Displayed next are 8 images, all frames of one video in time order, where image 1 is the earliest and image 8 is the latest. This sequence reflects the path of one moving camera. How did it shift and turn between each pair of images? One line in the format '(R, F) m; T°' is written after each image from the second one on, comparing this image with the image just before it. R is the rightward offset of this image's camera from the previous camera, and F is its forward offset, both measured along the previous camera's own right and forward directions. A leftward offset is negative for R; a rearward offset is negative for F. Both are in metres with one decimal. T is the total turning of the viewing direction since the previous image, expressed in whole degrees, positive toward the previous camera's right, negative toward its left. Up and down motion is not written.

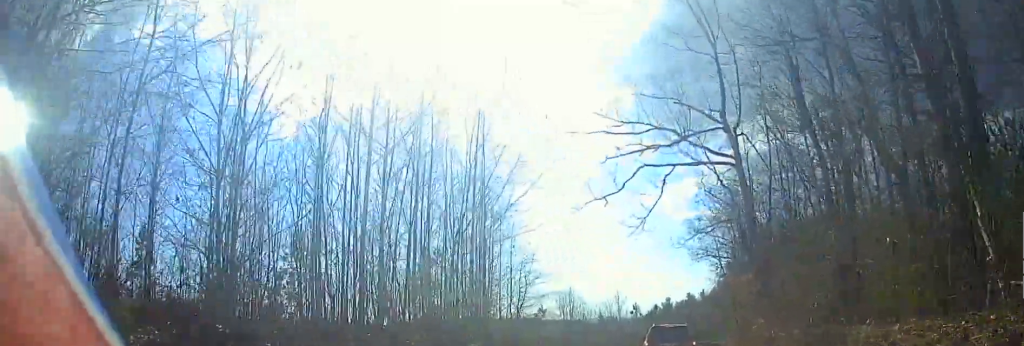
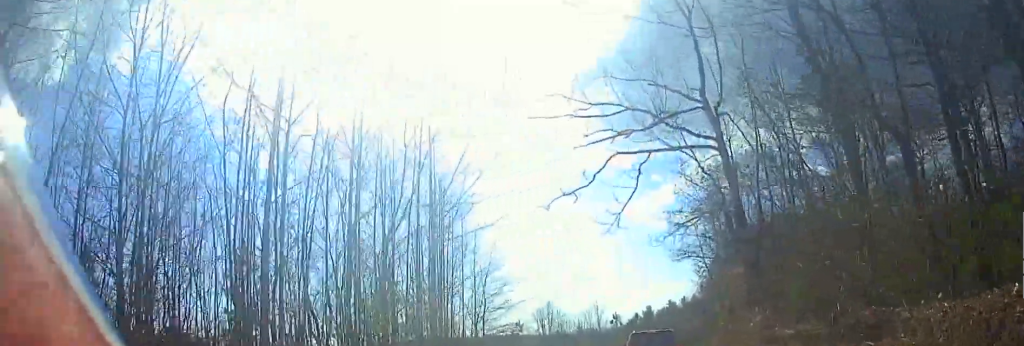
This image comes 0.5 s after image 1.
(-0.2, +2.4) m; +5°
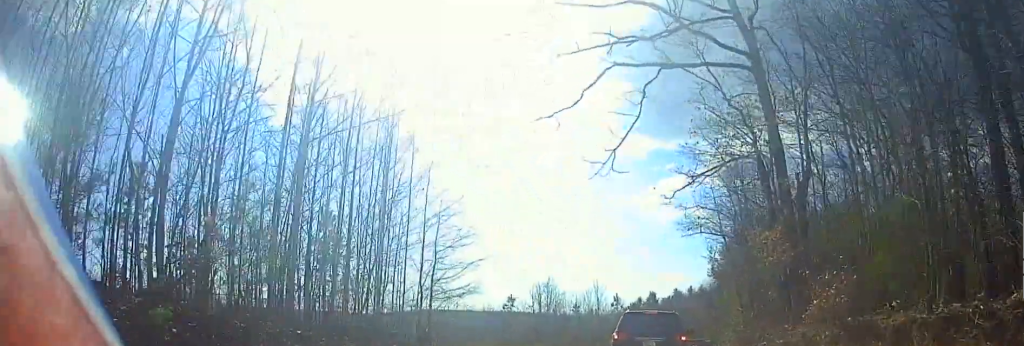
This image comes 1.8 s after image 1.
(+1.0, +5.6) m; +6°
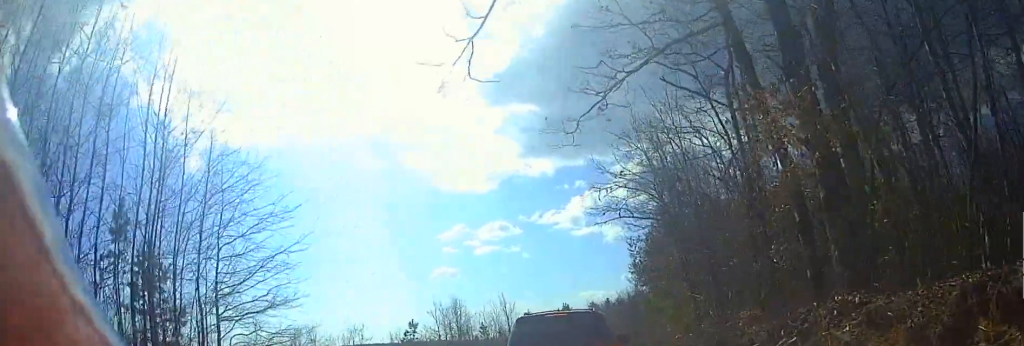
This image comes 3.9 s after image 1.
(+0.4, +9.0) m; +10°
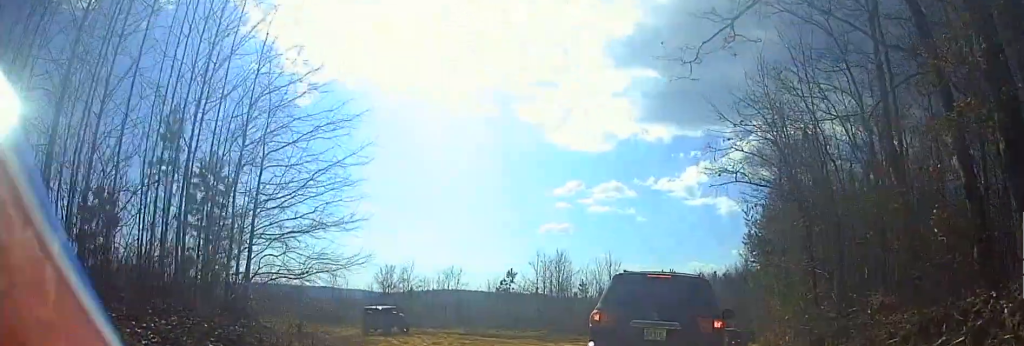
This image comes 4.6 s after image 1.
(+0.1, +2.7) m; -10°
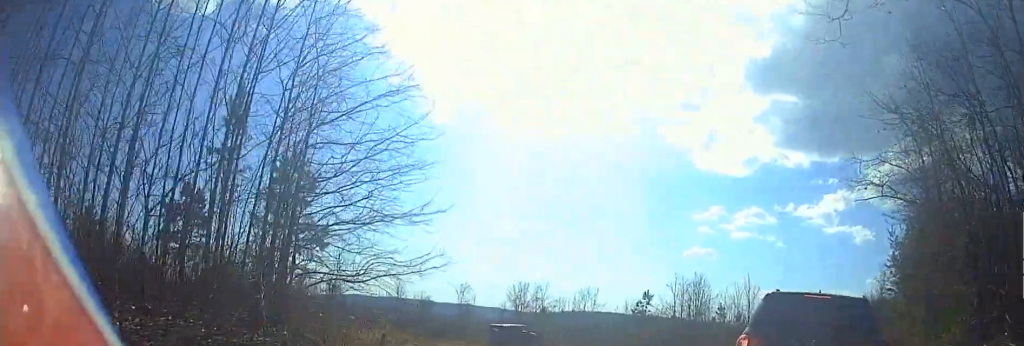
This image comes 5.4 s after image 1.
(-0.6, +2.7) m; -14°
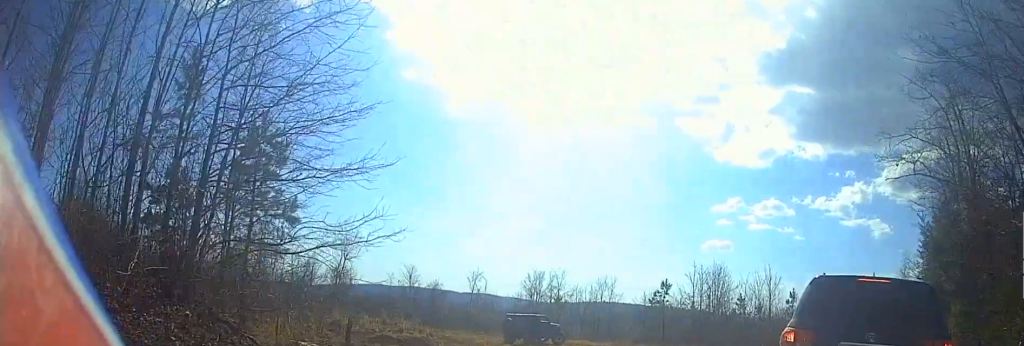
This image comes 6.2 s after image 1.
(-0.2, +2.1) m; -6°
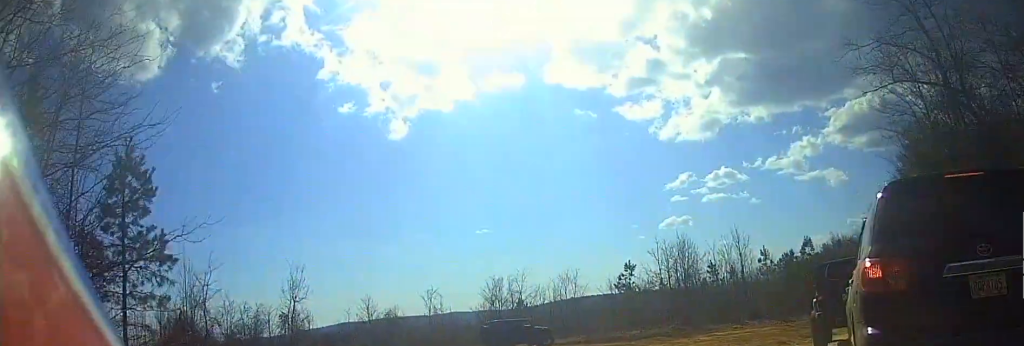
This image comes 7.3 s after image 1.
(0.0, +3.1) m; -1°
